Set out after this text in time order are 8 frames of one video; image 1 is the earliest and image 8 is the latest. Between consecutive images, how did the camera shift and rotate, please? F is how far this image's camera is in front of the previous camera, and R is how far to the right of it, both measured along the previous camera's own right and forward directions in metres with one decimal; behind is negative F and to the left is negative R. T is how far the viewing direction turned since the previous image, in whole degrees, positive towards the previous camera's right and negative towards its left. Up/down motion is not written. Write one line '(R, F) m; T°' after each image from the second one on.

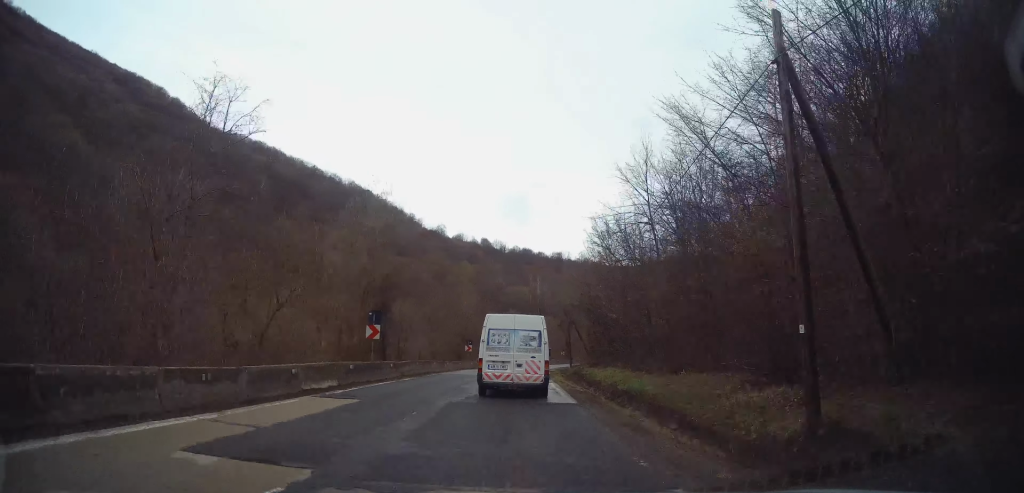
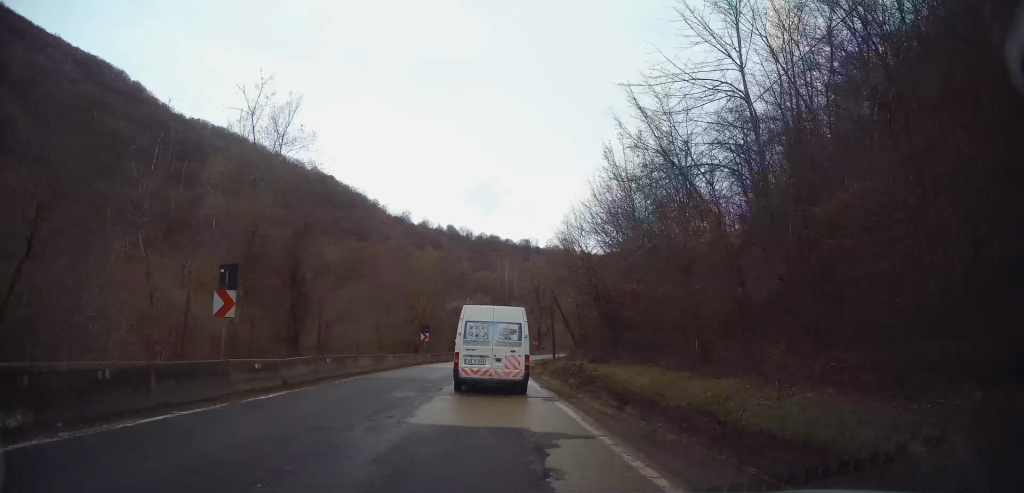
(+1.0, +11.7) m; +3°
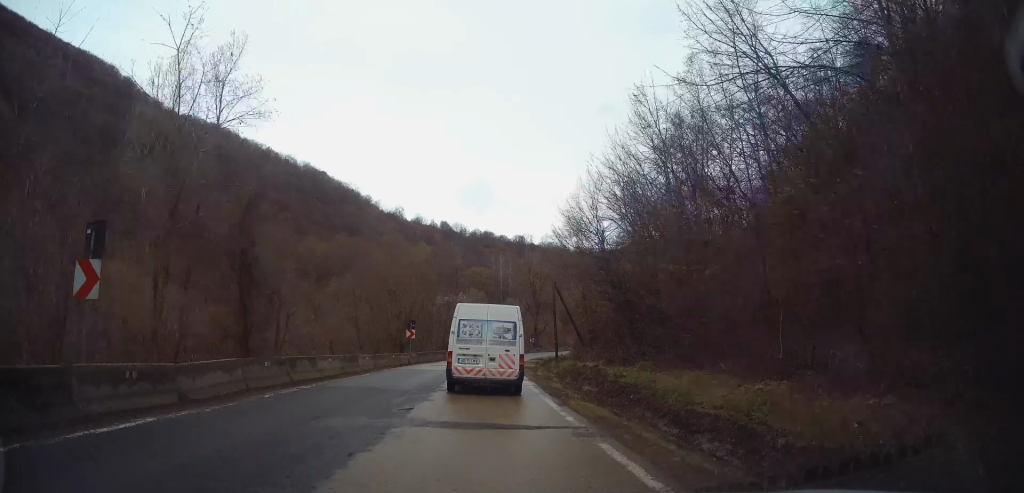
(-0.2, +5.0) m; 0°
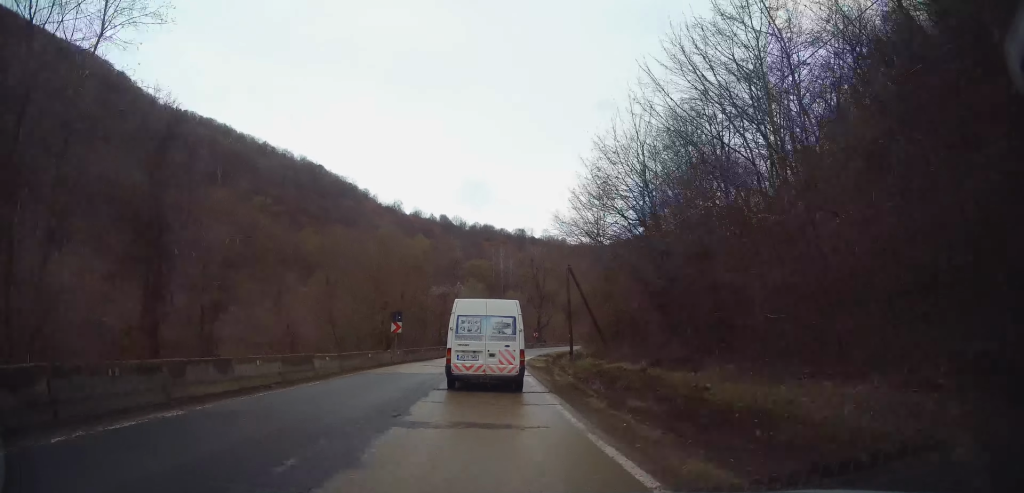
(-0.3, +6.6) m; 0°
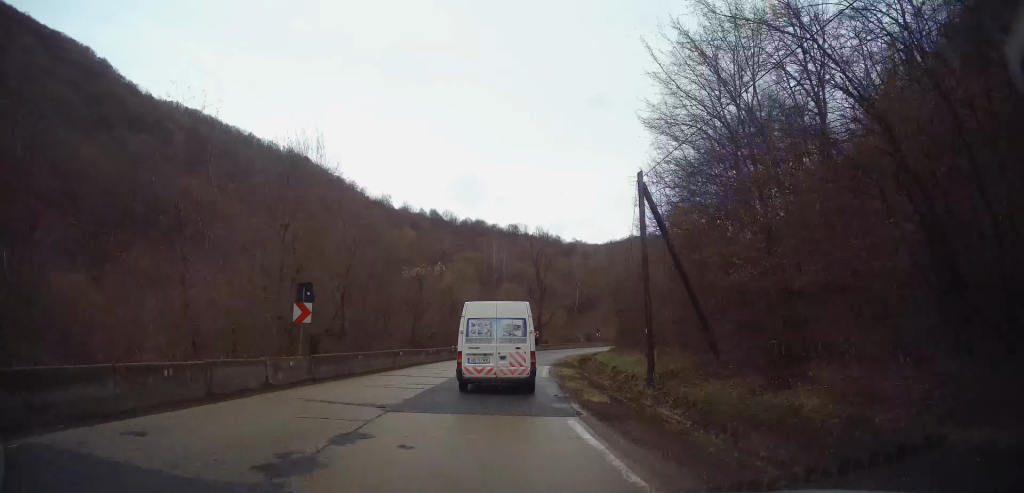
(+0.7, +16.6) m; +3°
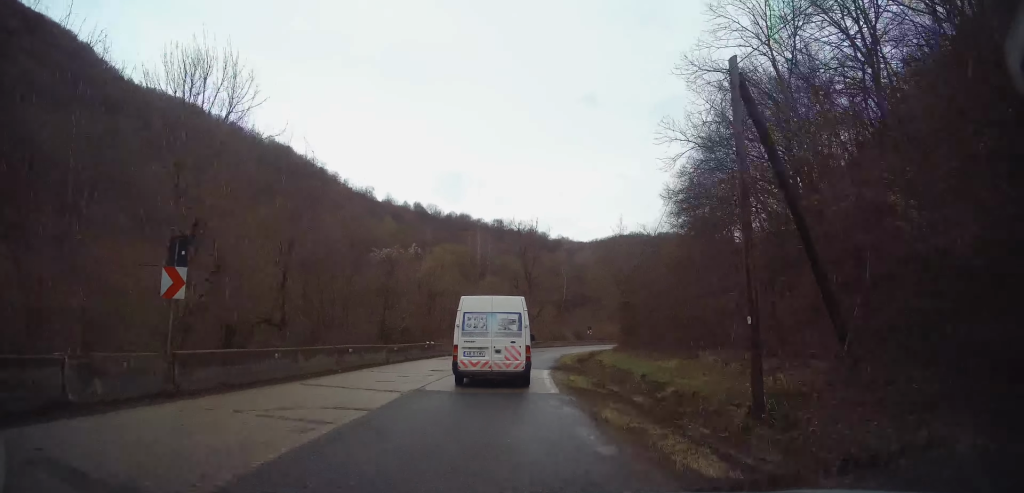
(0.0, +7.1) m; 0°
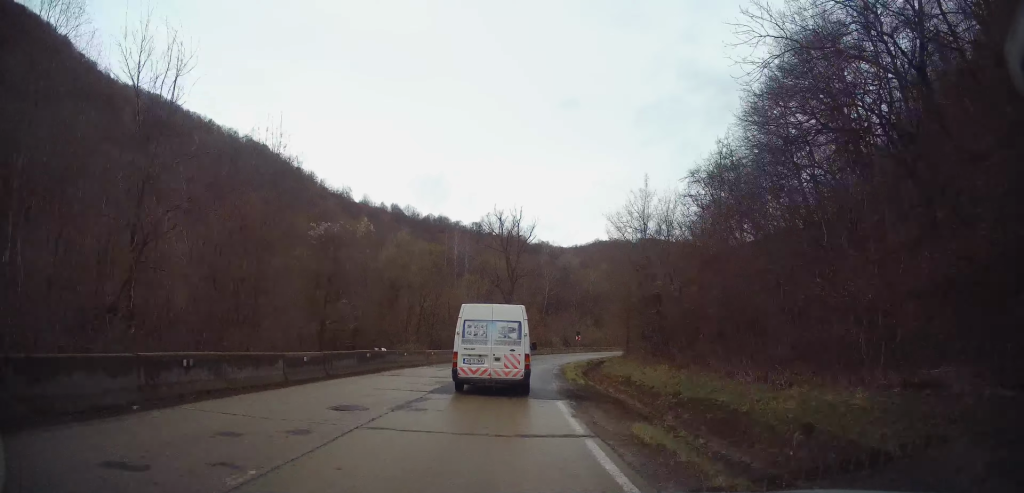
(0.0, +10.1) m; +3°
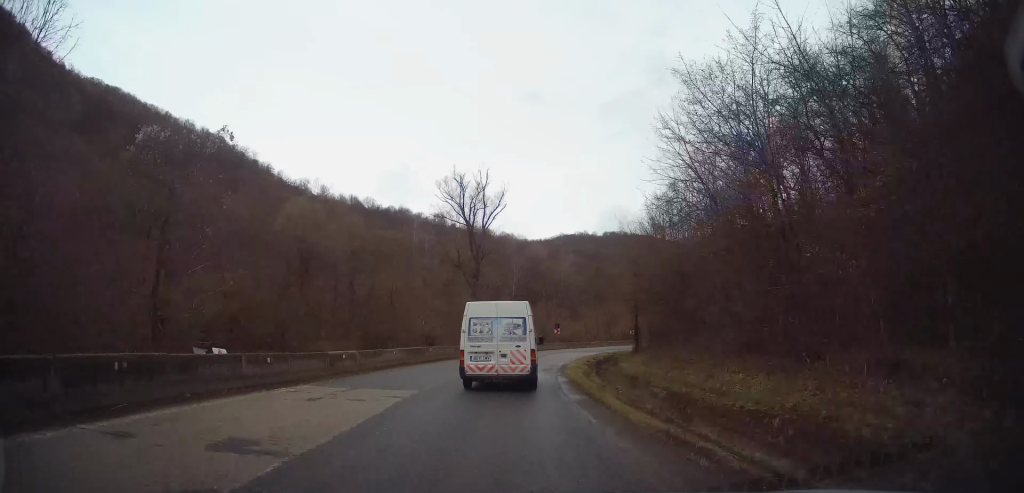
(+0.9, +13.8) m; +6°
